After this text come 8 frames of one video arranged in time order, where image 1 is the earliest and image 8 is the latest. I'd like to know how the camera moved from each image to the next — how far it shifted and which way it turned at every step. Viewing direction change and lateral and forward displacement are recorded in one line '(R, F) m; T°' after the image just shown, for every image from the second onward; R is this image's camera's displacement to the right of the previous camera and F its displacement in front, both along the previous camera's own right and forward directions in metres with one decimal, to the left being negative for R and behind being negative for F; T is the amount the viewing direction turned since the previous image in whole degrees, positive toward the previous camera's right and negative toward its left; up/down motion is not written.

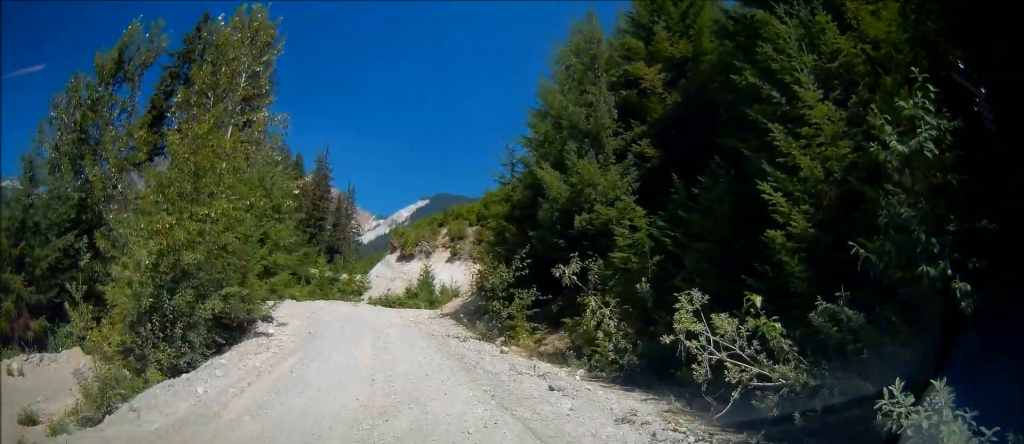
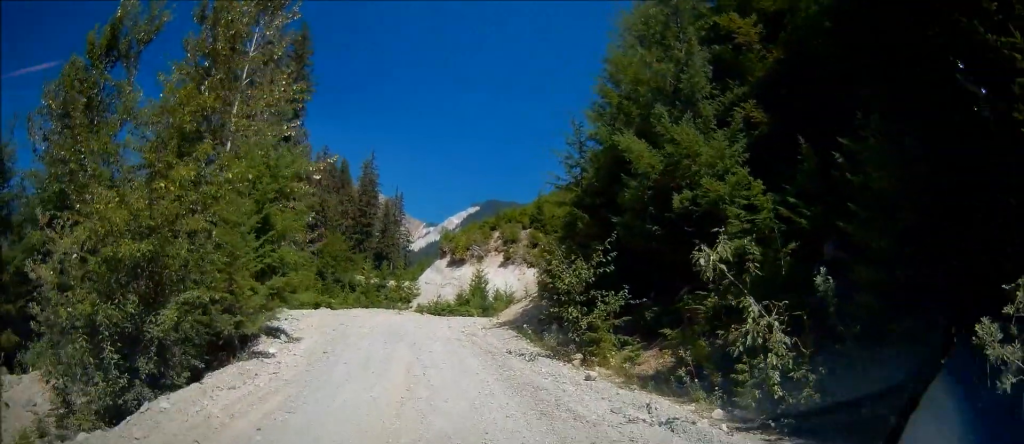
(+0.1, +4.2) m; 0°
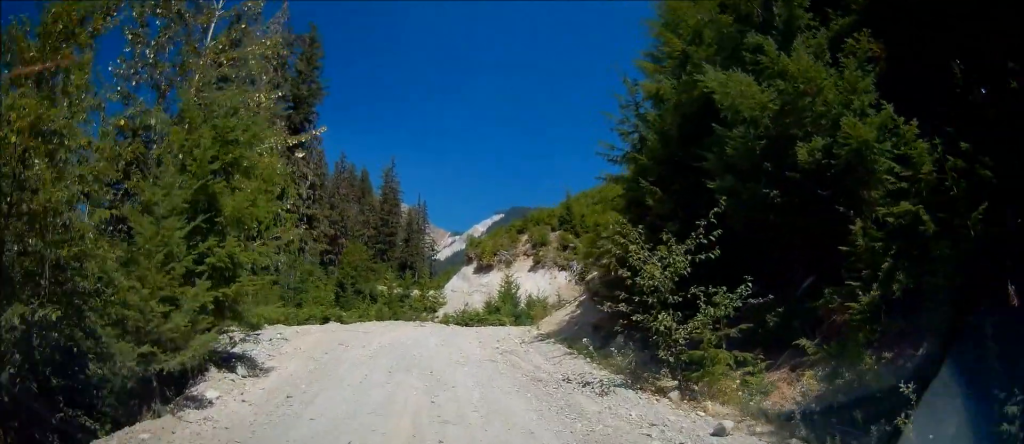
(0.0, +4.6) m; -4°
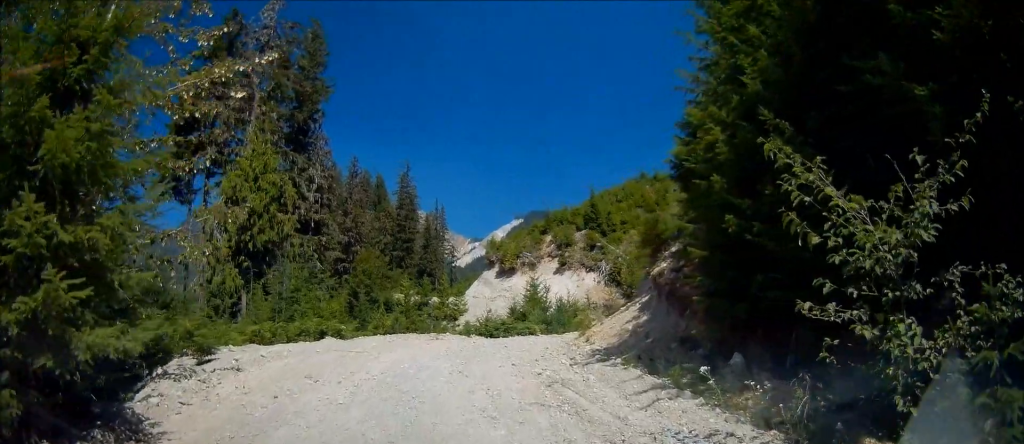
(-0.4, +5.4) m; -6°
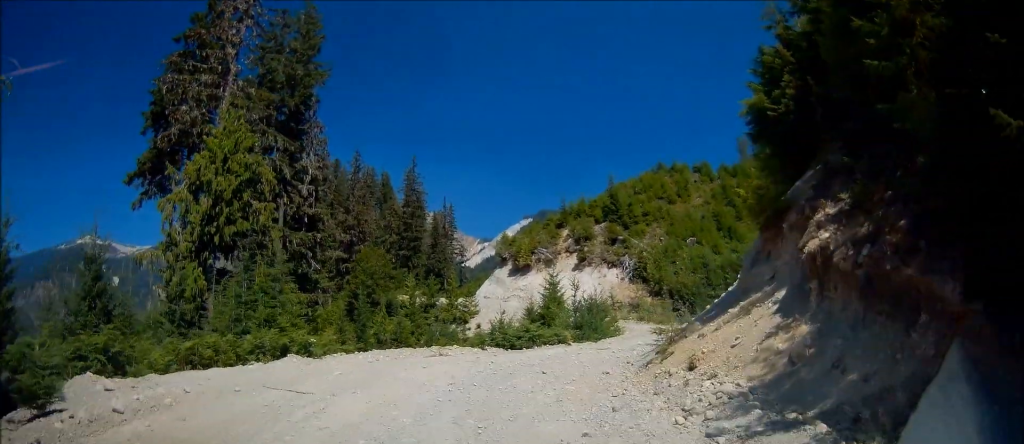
(-0.3, +7.3) m; -8°
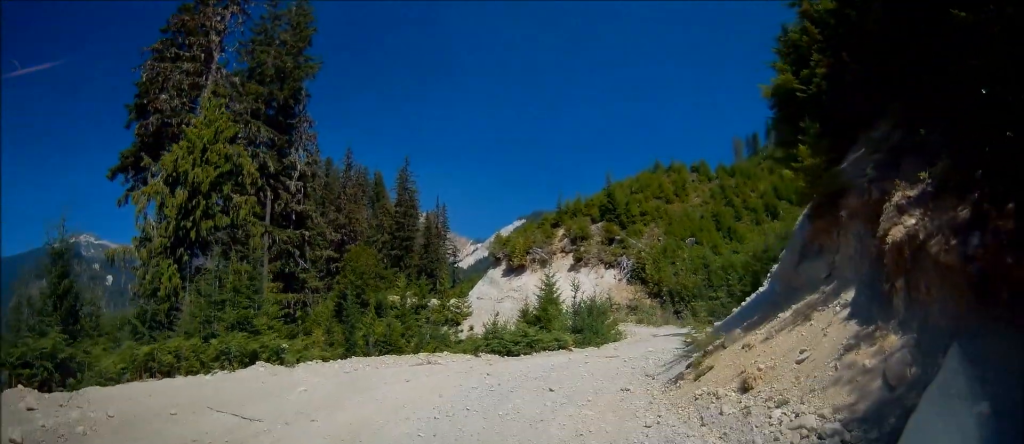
(-0.3, +2.3) m; +1°
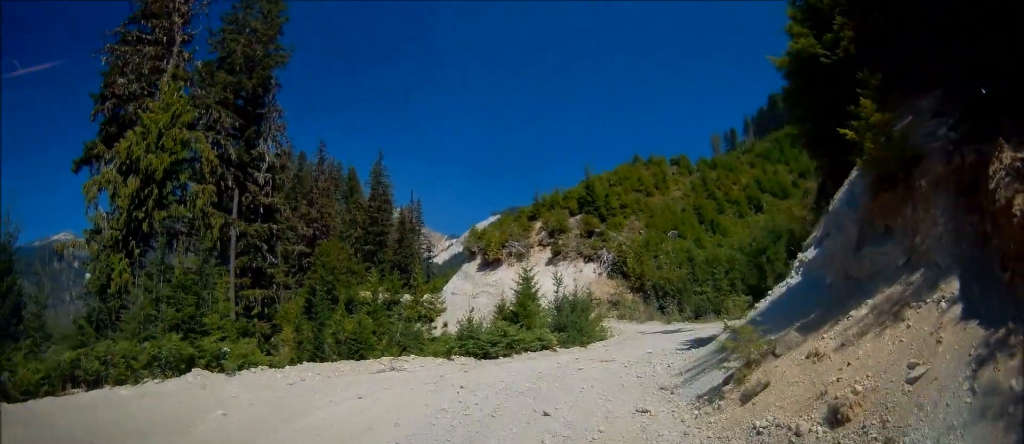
(-0.2, +2.8) m; +4°
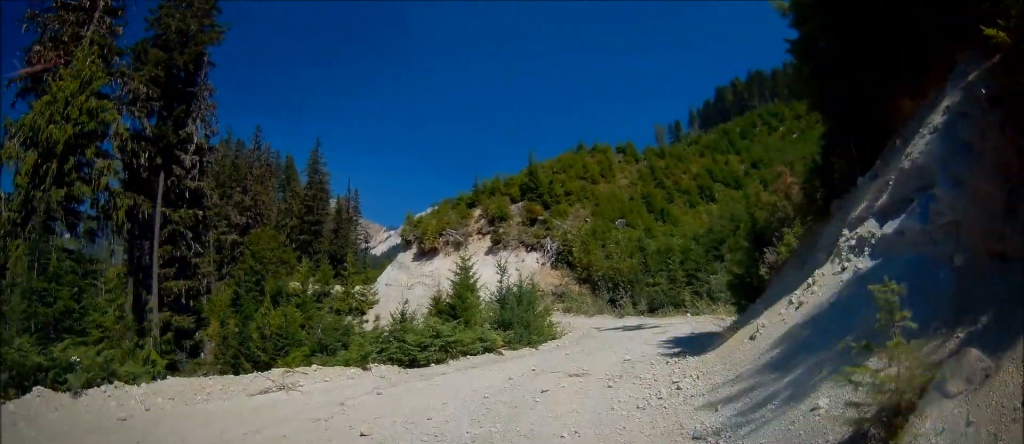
(+0.6, +4.3) m; +16°
